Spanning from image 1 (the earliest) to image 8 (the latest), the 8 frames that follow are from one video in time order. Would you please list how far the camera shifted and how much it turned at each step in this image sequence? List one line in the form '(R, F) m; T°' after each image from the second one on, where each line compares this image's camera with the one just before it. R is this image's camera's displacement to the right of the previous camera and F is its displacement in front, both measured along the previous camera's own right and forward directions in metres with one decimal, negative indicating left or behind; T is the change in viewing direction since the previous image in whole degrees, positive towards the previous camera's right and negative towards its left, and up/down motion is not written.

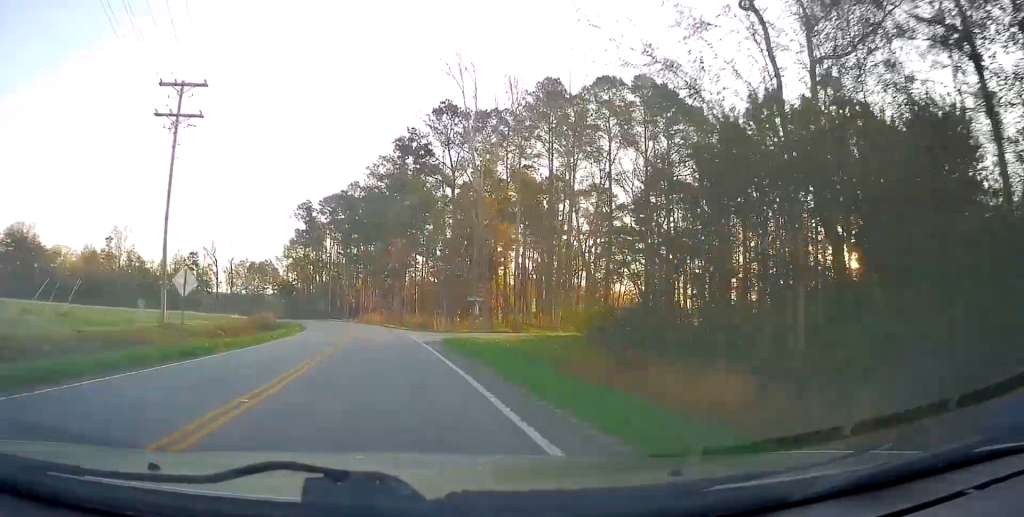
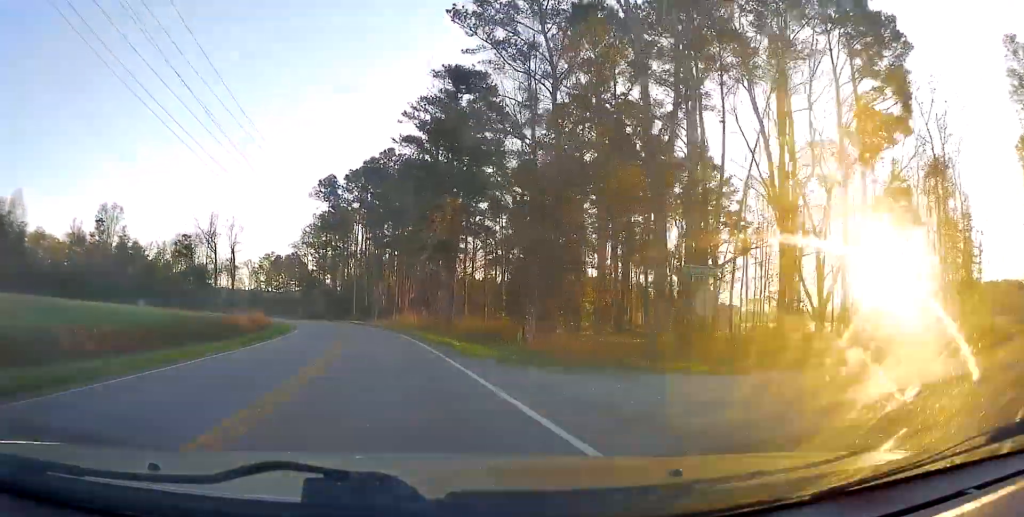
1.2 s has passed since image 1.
(0.0, +27.6) m; -1°
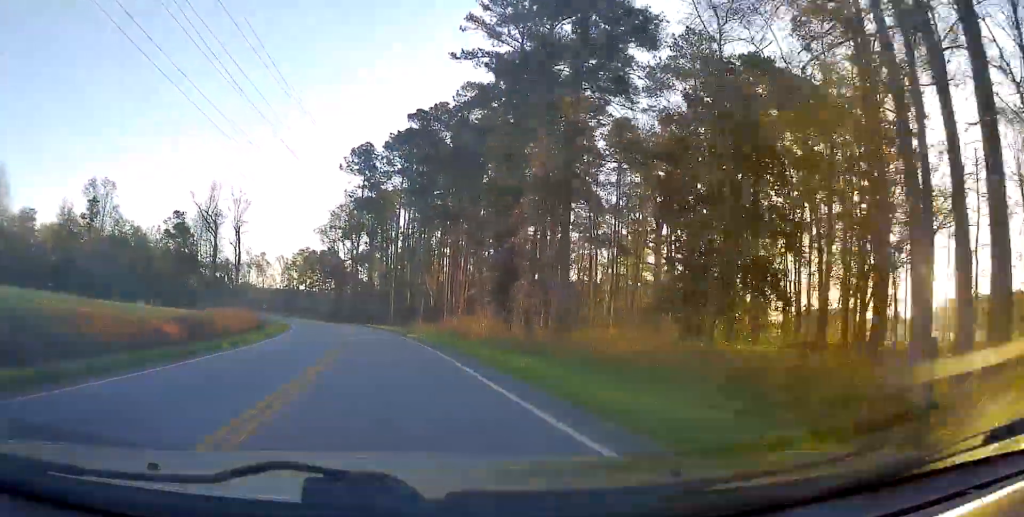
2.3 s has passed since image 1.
(-0.4, +25.2) m; -2°
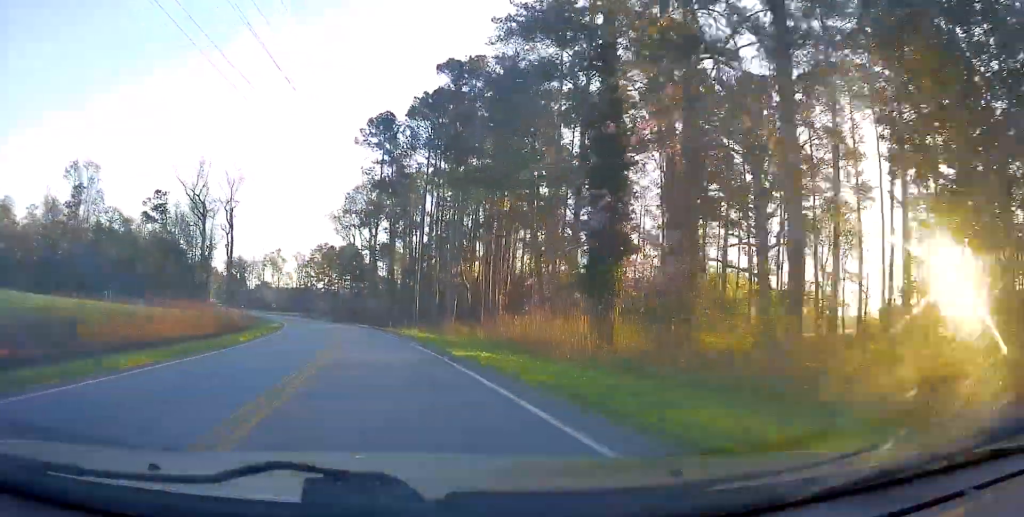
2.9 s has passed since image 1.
(-0.2, +15.4) m; -2°
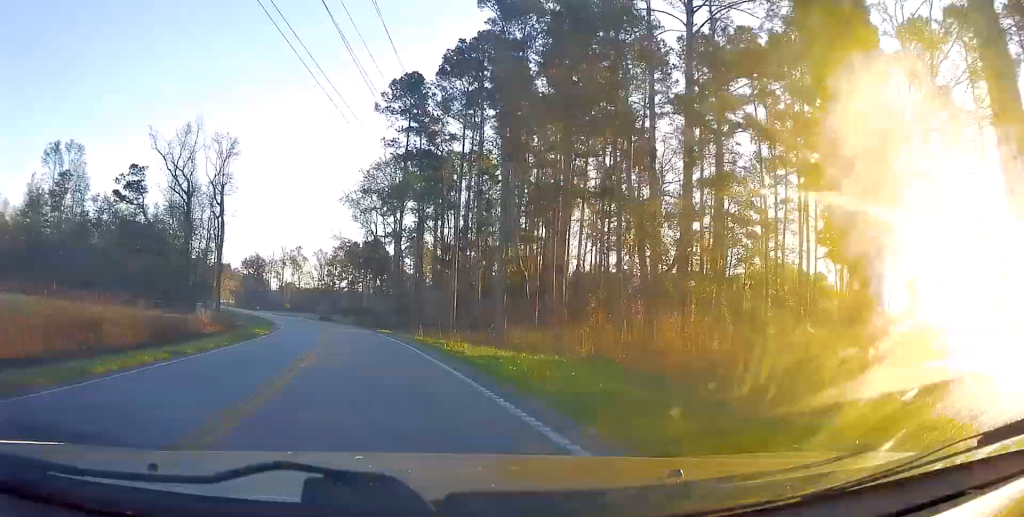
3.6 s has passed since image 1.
(-0.1, +14.1) m; -1°
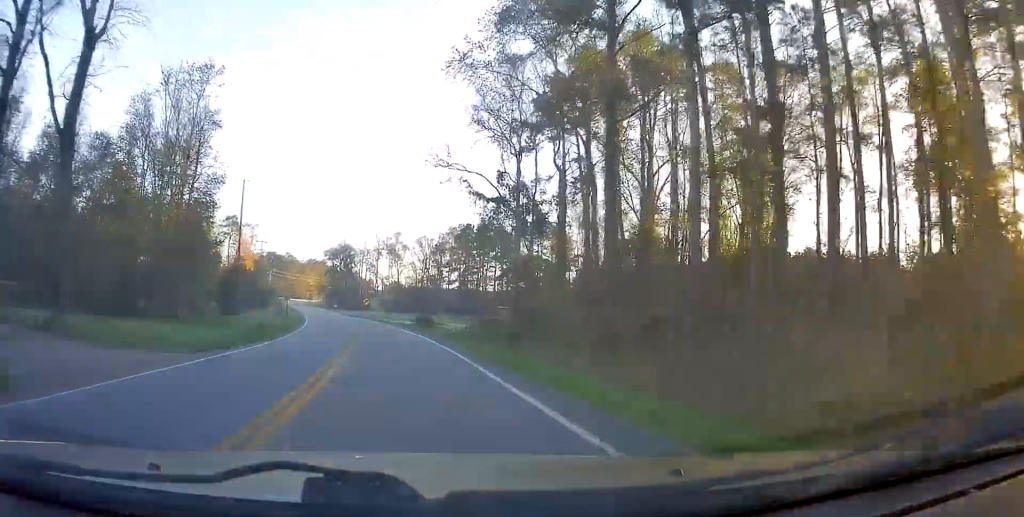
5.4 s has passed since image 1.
(-1.6, +41.9) m; -5°
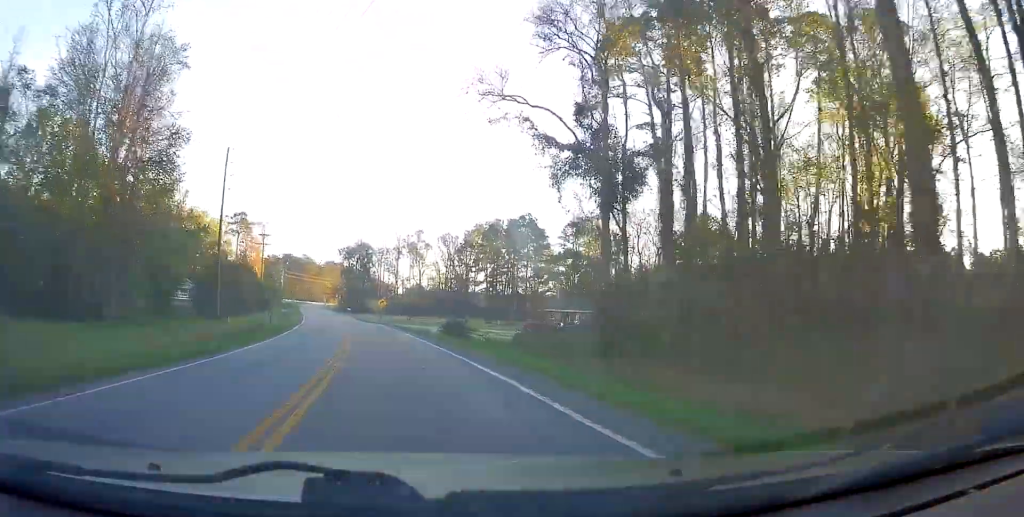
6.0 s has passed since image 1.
(-0.2, +14.3) m; -3°
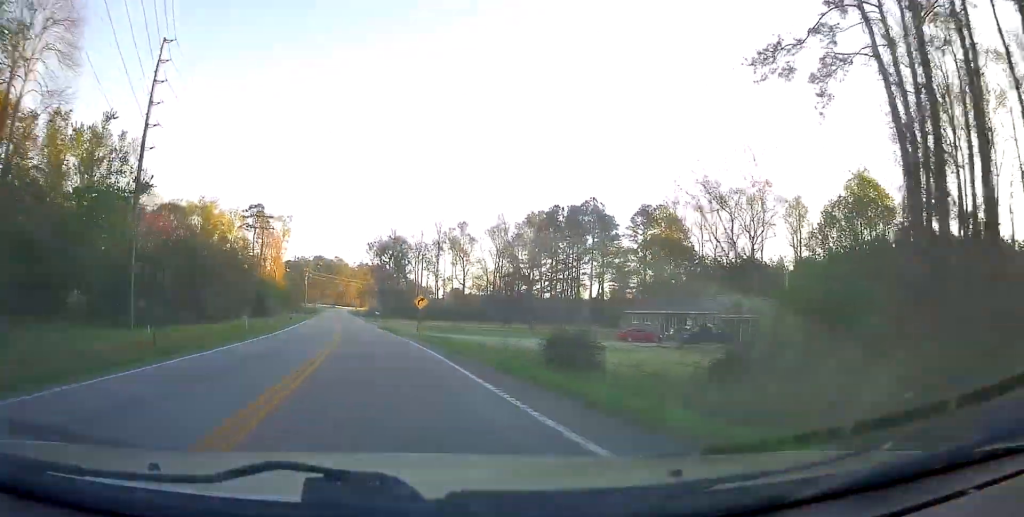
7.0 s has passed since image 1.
(-1.0, +23.6) m; -7°
